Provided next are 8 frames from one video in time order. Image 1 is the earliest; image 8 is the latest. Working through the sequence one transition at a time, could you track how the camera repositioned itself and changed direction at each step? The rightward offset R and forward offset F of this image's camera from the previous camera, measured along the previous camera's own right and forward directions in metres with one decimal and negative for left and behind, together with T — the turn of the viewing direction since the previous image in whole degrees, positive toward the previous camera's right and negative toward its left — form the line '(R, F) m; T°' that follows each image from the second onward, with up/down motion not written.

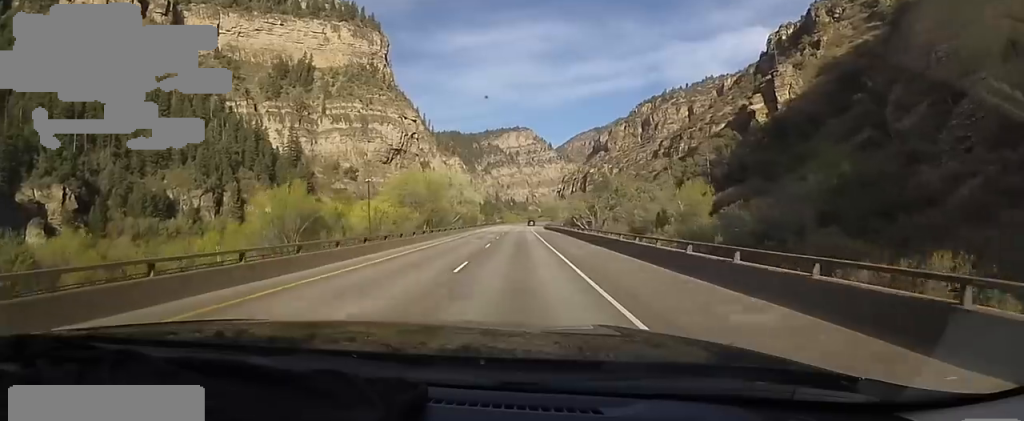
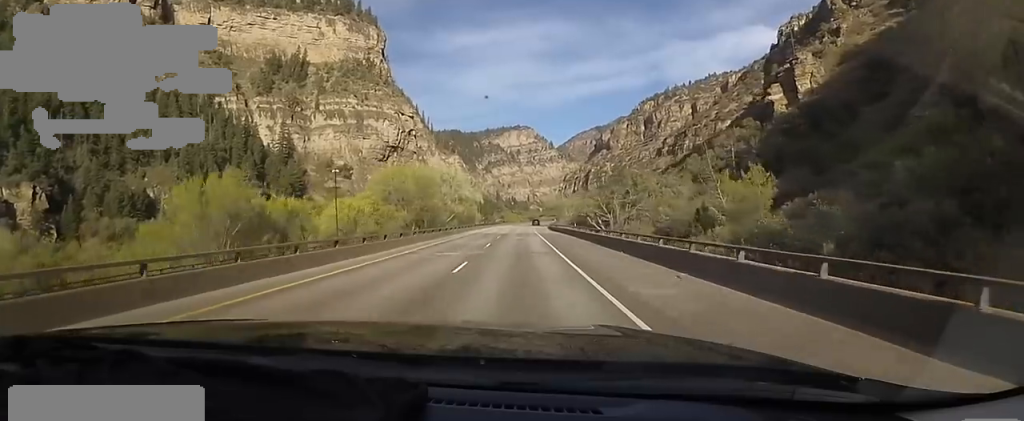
(+0.1, +12.4) m; 0°
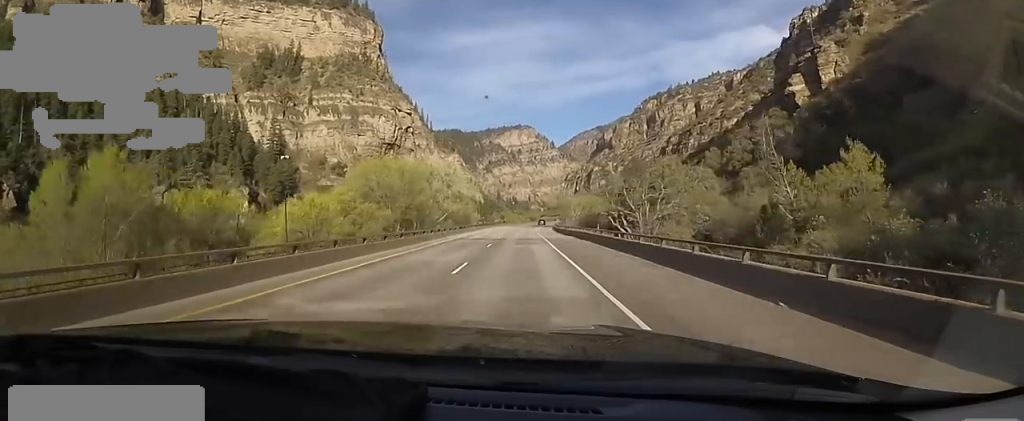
(0.0, +12.4) m; 0°
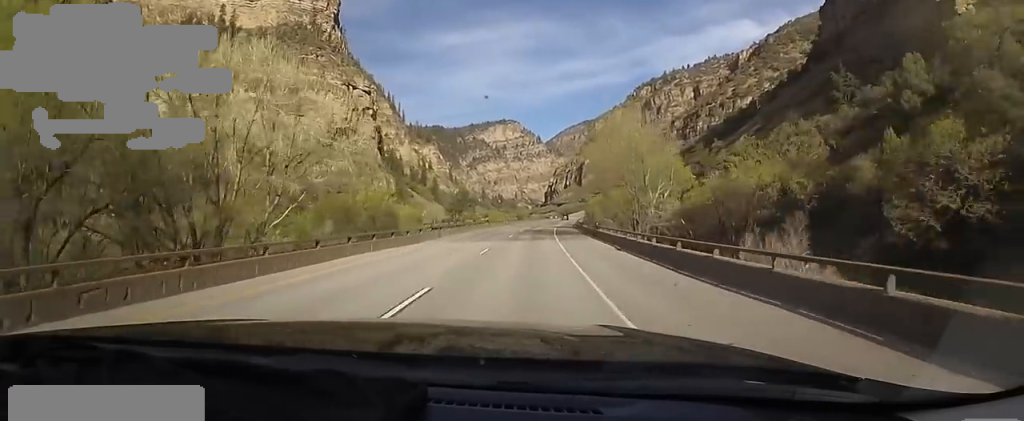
(-0.3, +67.7) m; +2°
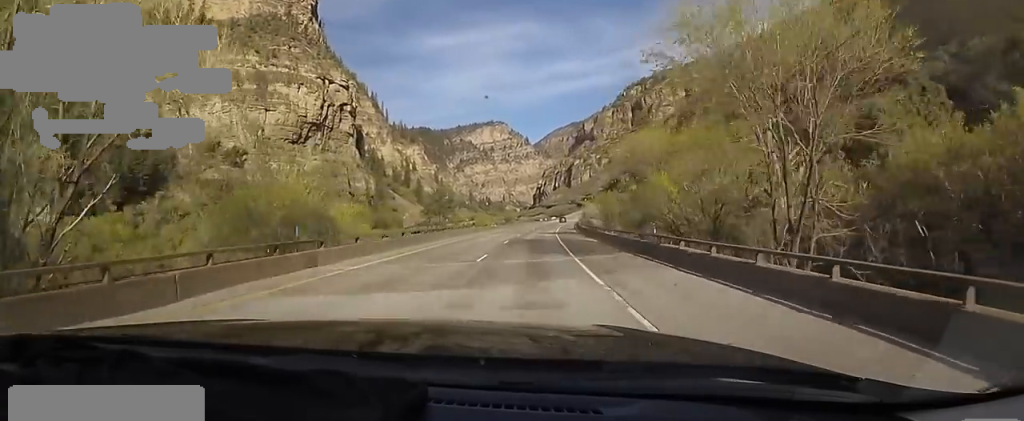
(+0.6, +18.7) m; +1°
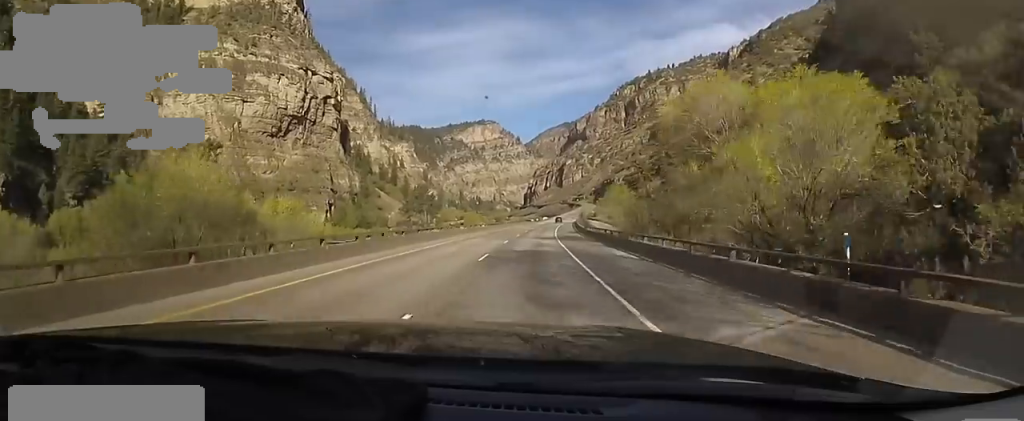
(+0.8, +12.2) m; 0°
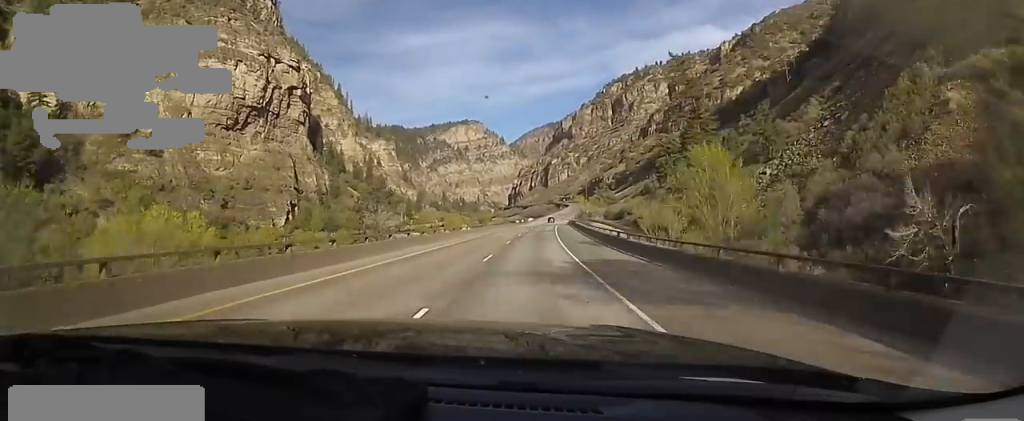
(-1.3, +23.4) m; 0°
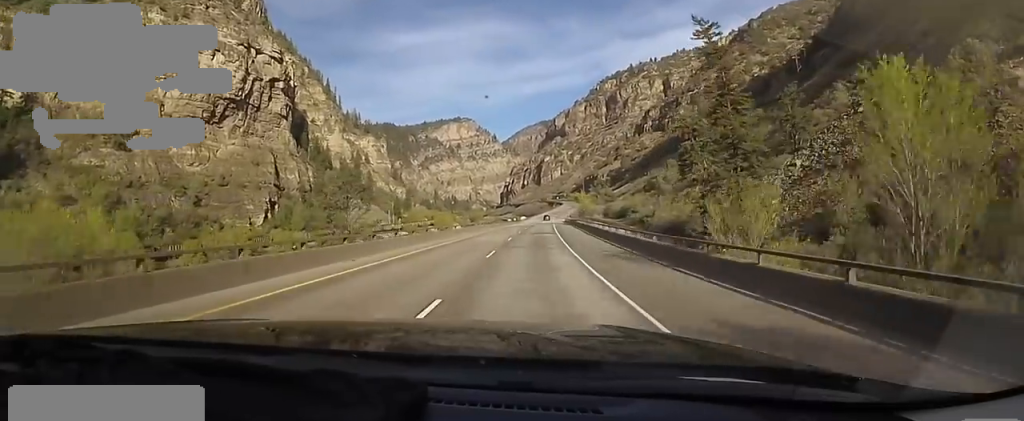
(+0.5, +11.3) m; +3°
